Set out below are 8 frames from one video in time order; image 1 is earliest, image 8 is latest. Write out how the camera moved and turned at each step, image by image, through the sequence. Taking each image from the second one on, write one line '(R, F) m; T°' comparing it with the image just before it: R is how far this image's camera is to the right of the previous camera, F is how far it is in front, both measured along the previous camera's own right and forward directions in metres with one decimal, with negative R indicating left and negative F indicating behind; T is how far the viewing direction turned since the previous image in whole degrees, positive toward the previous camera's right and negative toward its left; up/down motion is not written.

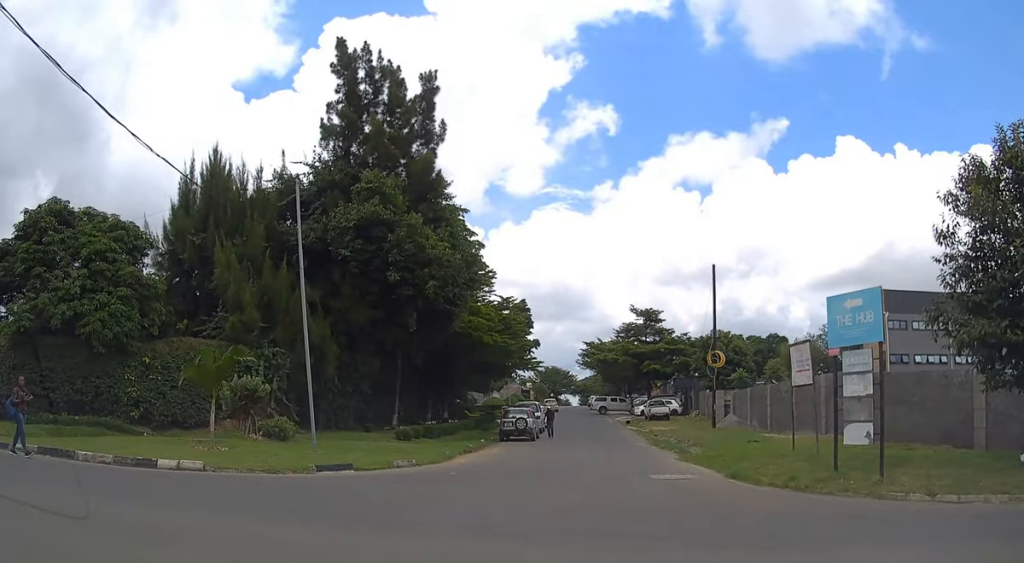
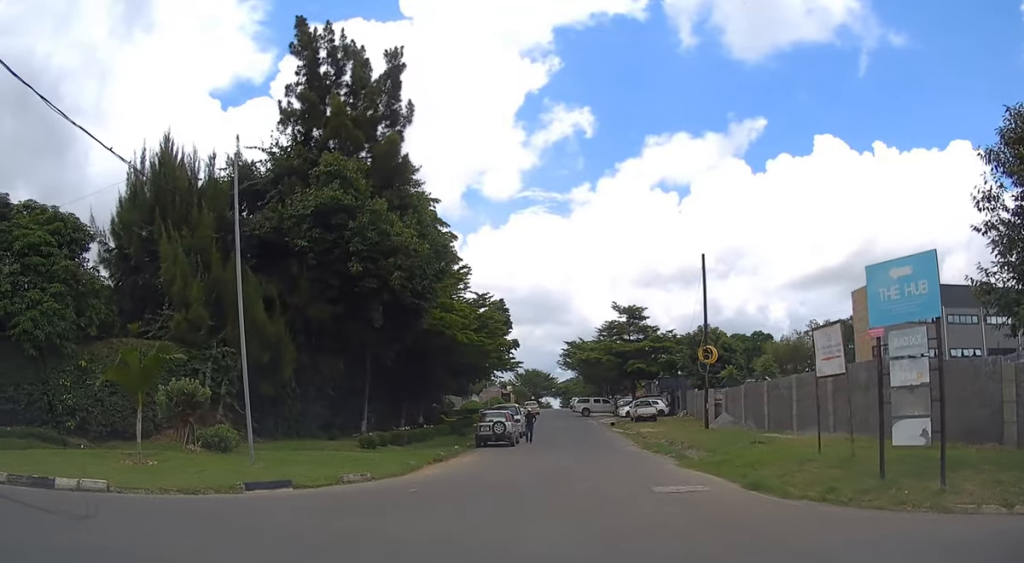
(0.0, +2.4) m; +1°
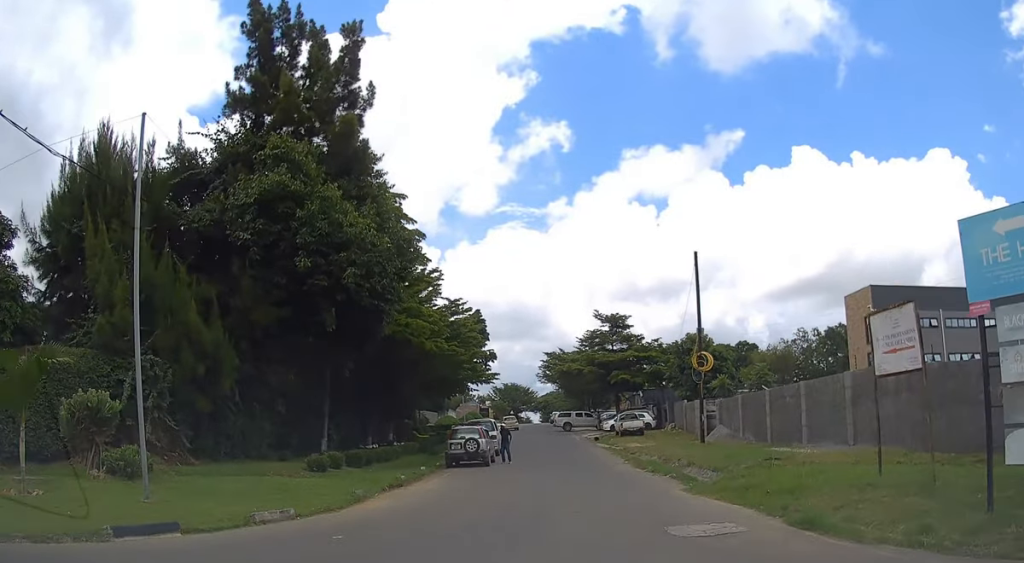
(0.0, +3.1) m; +1°
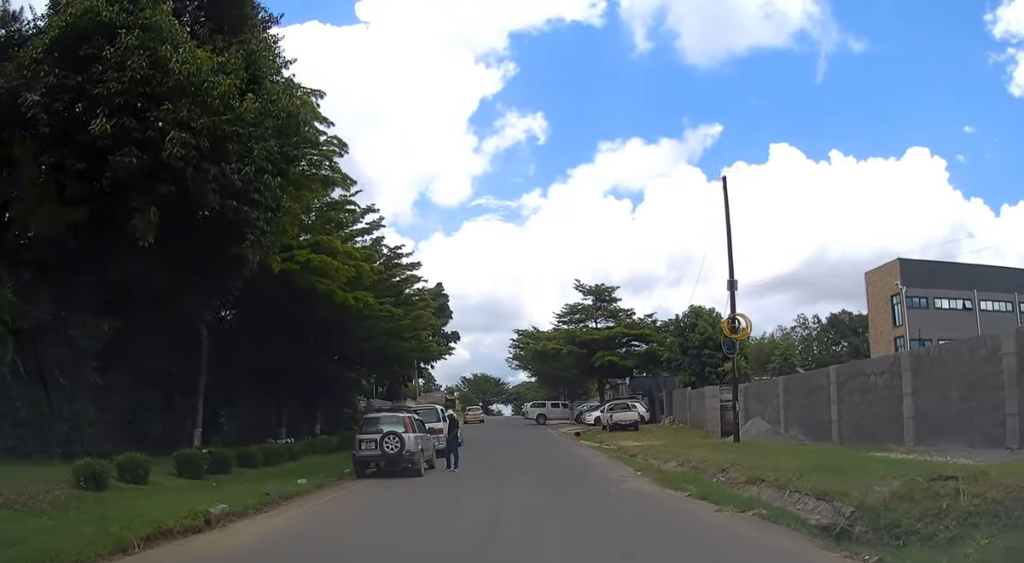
(+0.1, +9.5) m; 0°
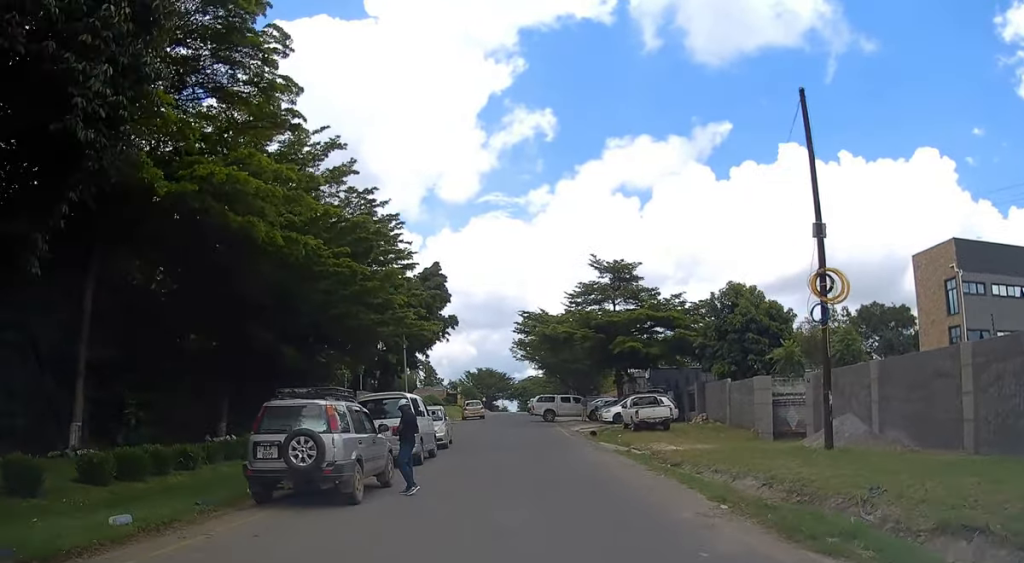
(0.0, +6.9) m; +1°
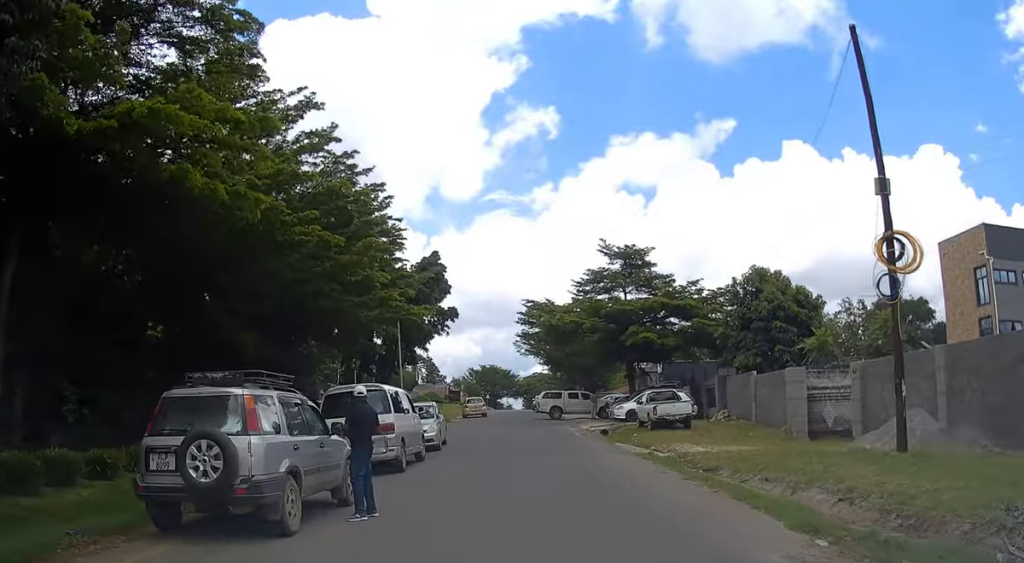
(0.0, +3.1) m; 0°
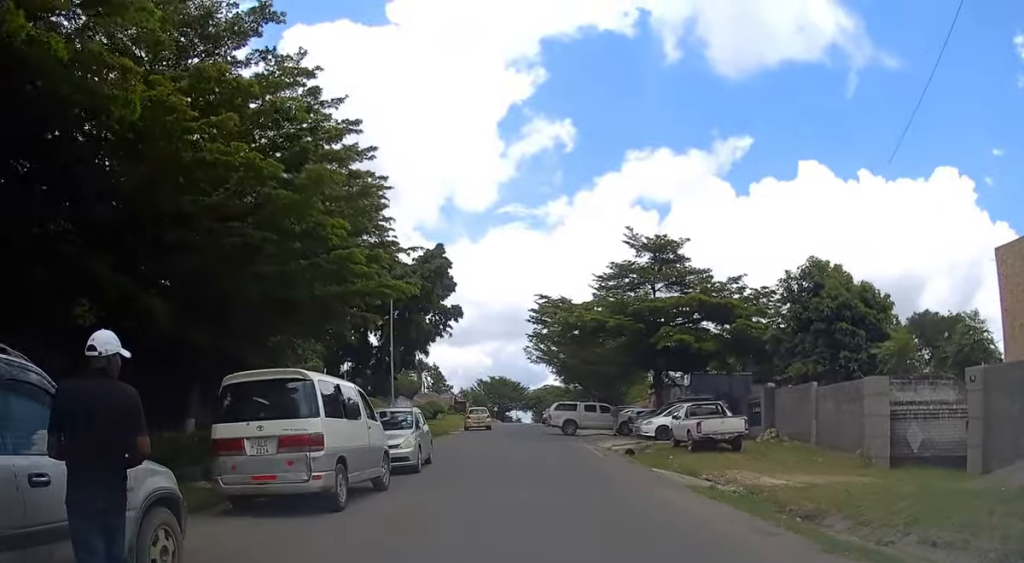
(0.0, +5.5) m; -1°
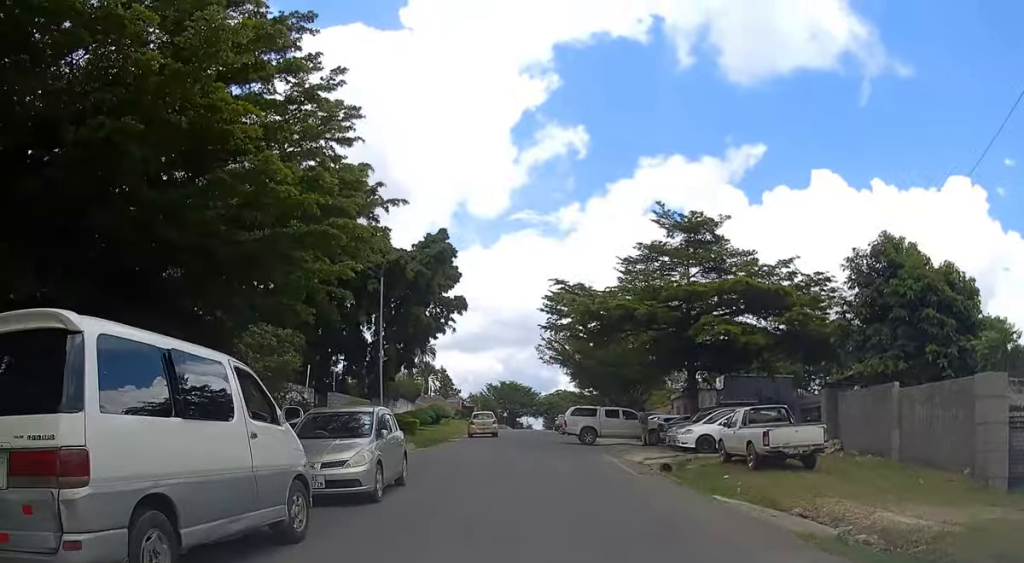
(-0.1, +5.2) m; -2°
